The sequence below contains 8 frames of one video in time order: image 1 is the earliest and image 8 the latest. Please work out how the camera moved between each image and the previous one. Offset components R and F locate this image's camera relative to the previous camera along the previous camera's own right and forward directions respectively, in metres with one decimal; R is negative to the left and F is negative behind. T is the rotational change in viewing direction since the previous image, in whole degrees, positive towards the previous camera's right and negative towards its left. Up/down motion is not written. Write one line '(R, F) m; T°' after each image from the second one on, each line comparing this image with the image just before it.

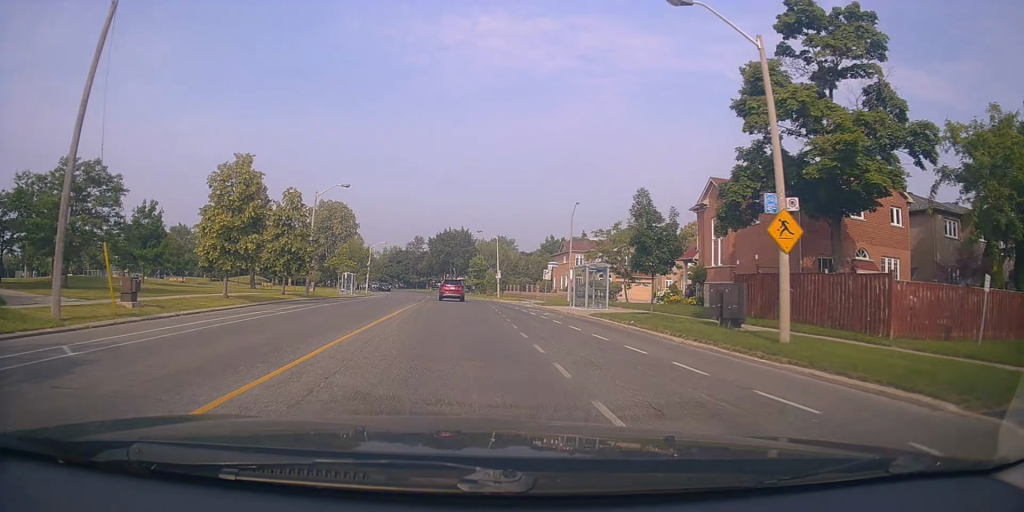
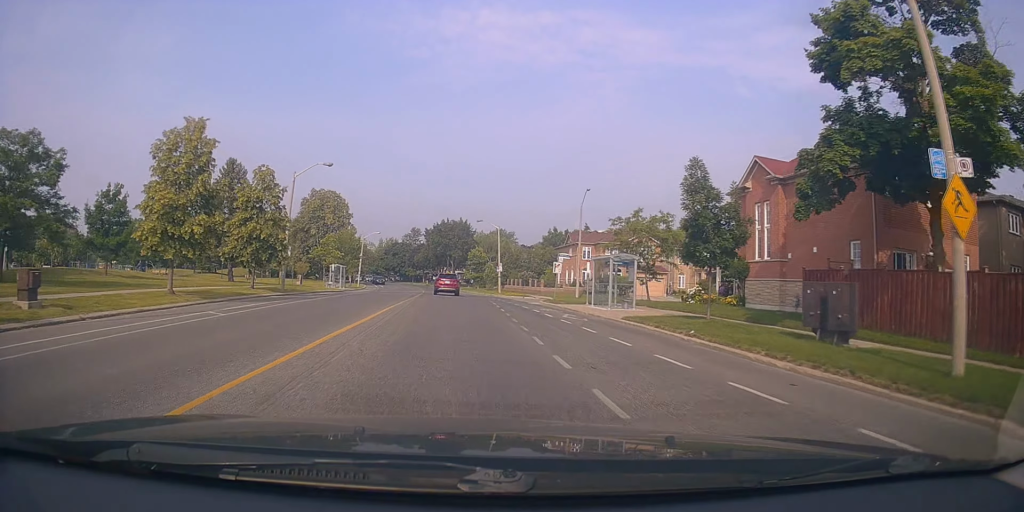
(0.0, +5.5) m; 0°
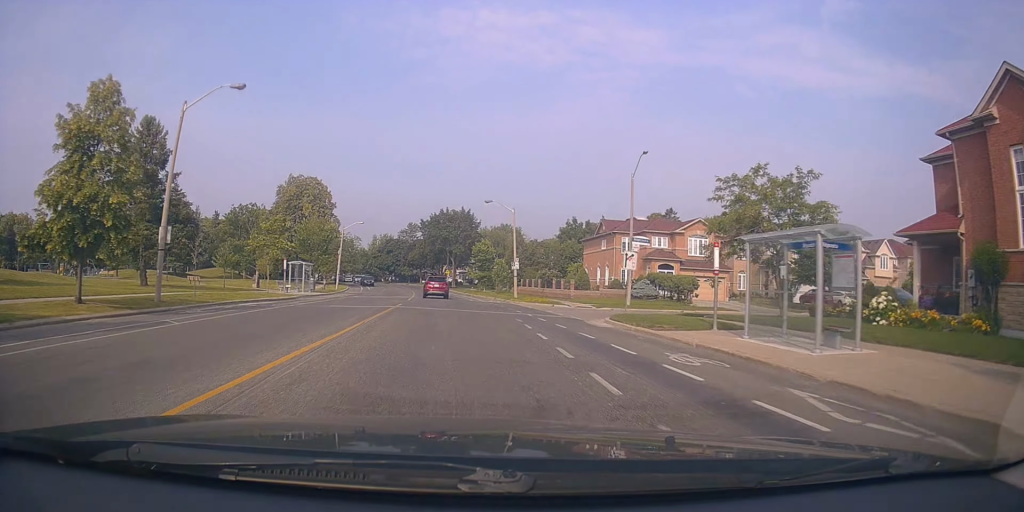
(+0.4, +16.5) m; +2°
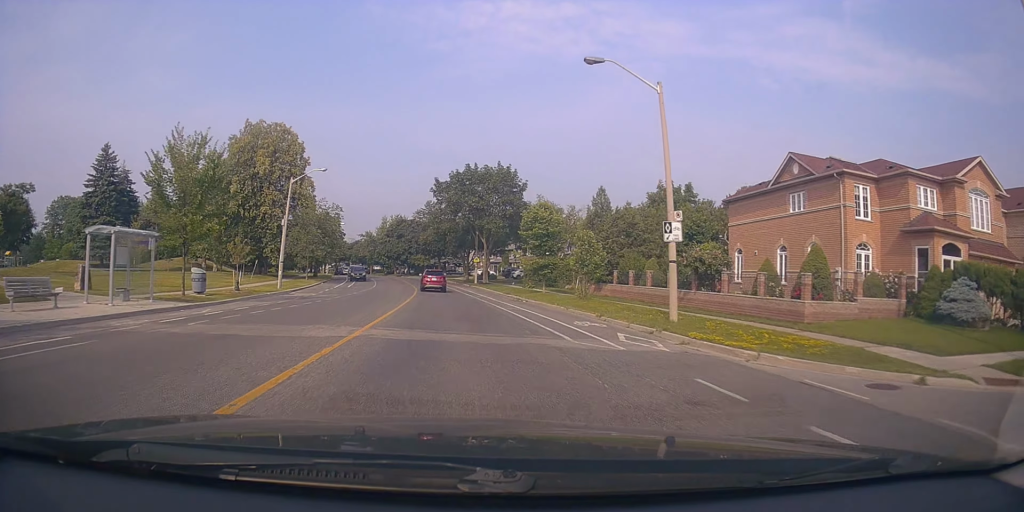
(-0.7, +31.1) m; -2°
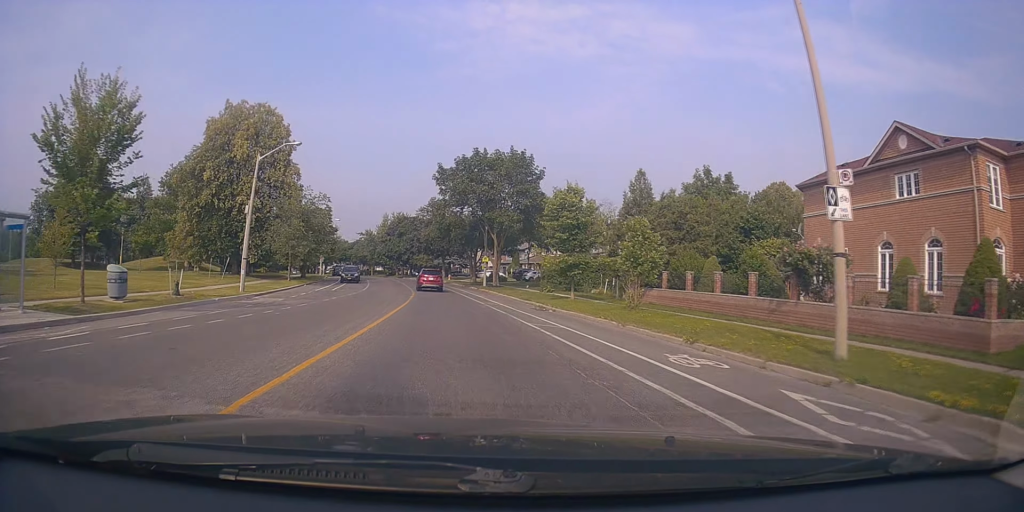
(0.0, +7.9) m; 0°
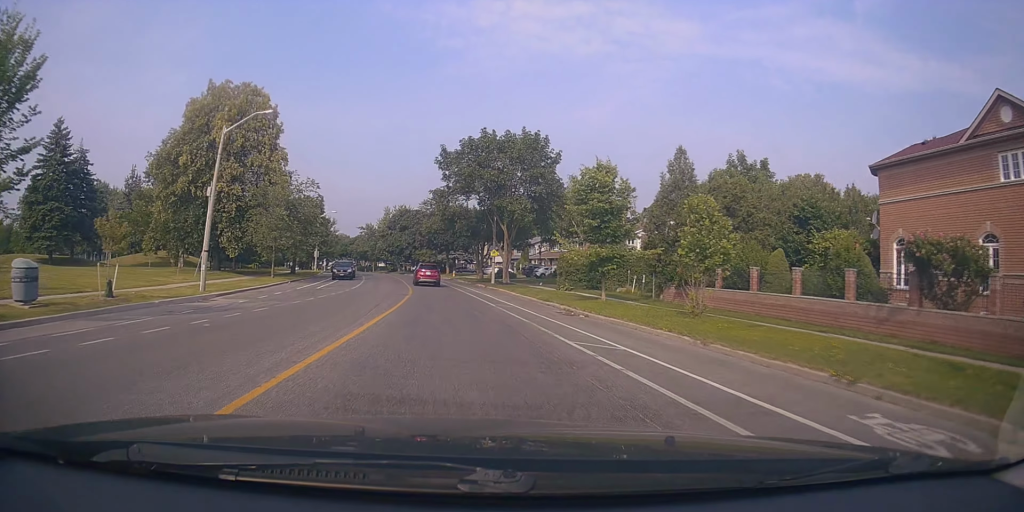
(+0.1, +5.7) m; -1°
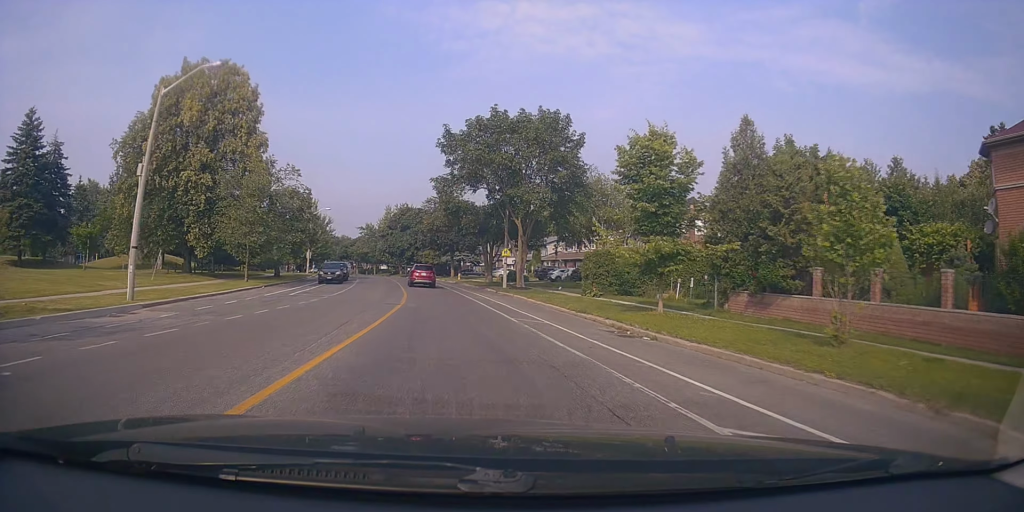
(+0.1, +6.7) m; -1°
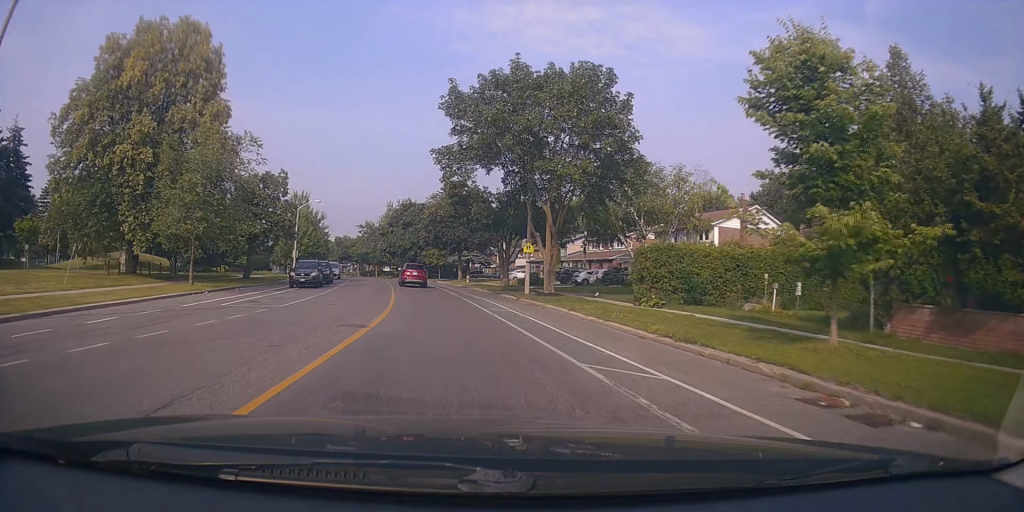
(-0.3, +9.3) m; -1°
